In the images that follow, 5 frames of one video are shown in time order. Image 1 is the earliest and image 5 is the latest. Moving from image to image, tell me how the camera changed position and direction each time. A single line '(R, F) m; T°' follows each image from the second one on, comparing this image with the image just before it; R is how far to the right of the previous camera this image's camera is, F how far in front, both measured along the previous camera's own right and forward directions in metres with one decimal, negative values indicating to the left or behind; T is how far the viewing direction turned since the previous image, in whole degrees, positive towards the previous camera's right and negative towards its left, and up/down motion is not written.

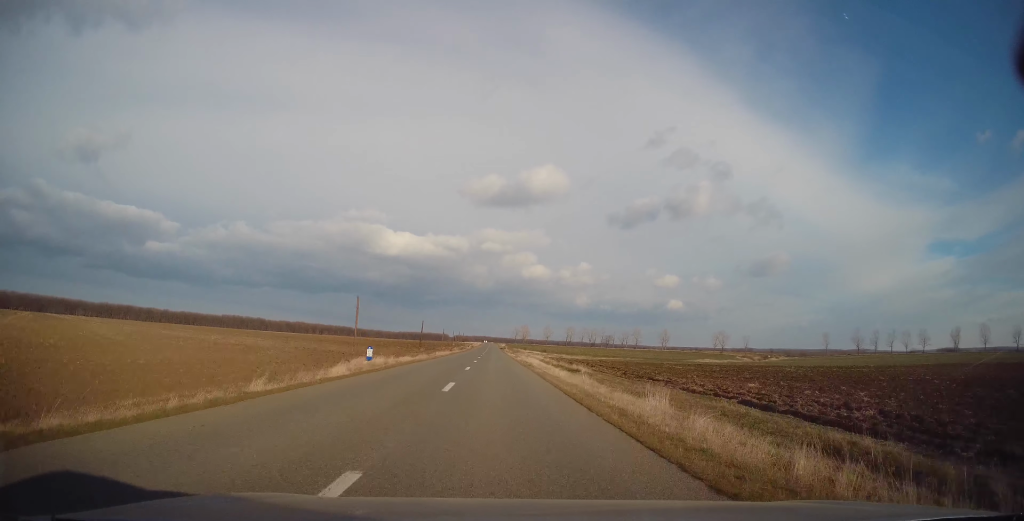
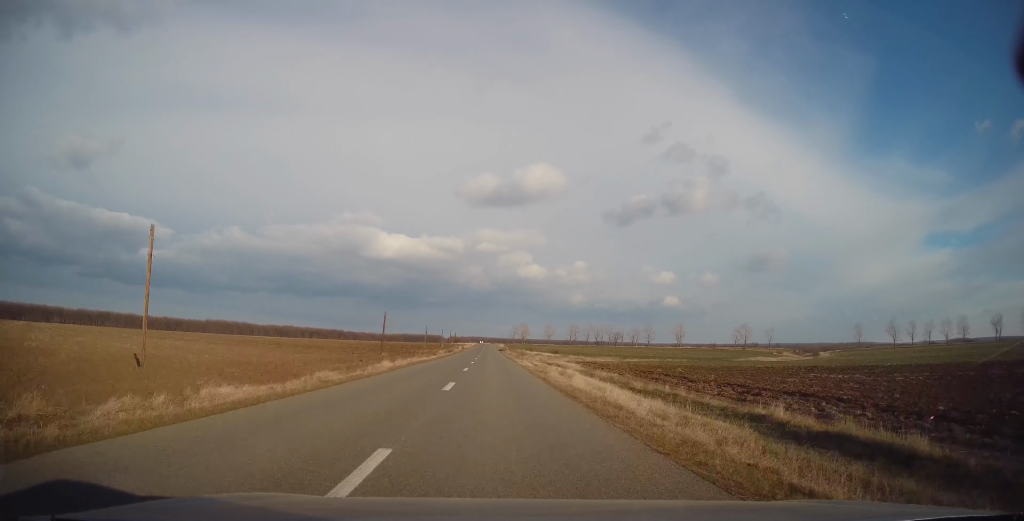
(+0.6, +33.0) m; +1°
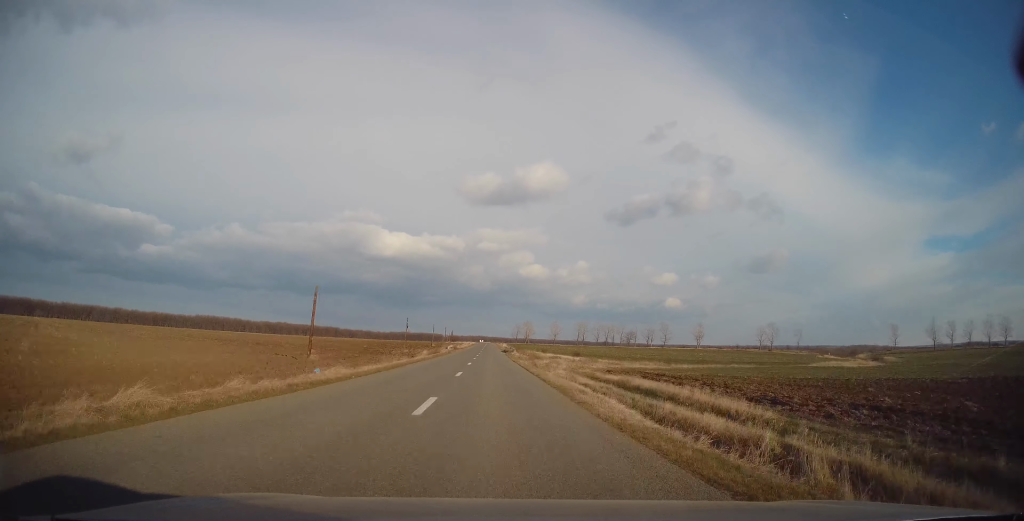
(0.0, +29.3) m; 0°
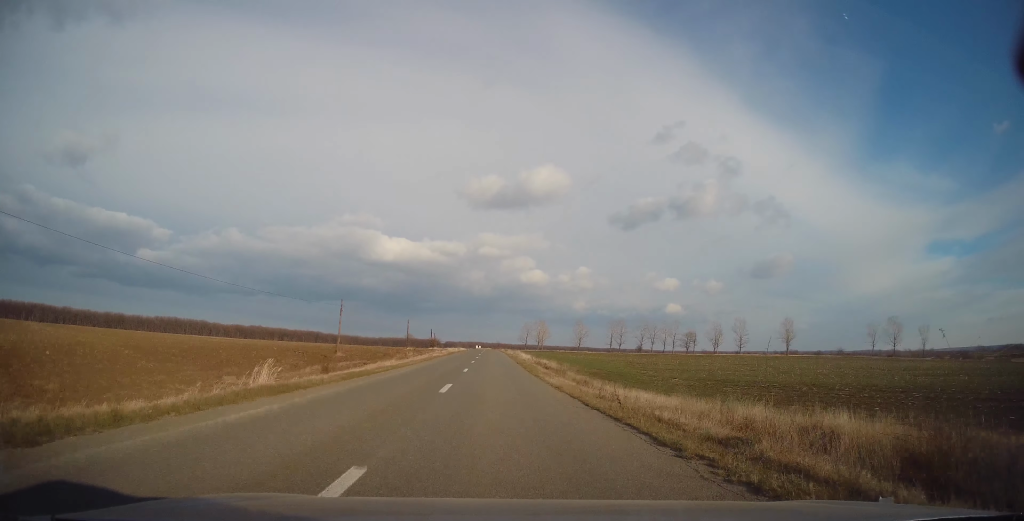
(-0.8, +87.5) m; 0°
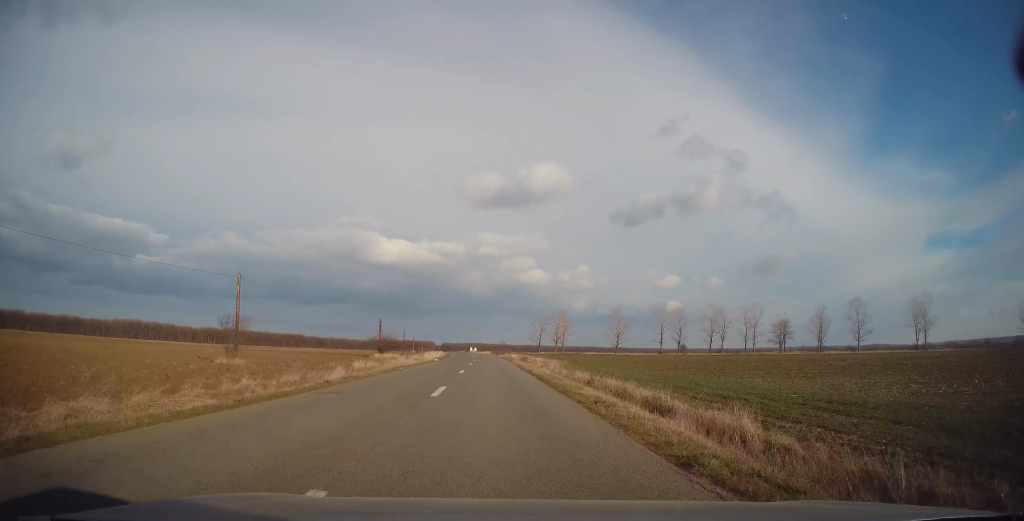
(+0.1, +69.3) m; 0°
